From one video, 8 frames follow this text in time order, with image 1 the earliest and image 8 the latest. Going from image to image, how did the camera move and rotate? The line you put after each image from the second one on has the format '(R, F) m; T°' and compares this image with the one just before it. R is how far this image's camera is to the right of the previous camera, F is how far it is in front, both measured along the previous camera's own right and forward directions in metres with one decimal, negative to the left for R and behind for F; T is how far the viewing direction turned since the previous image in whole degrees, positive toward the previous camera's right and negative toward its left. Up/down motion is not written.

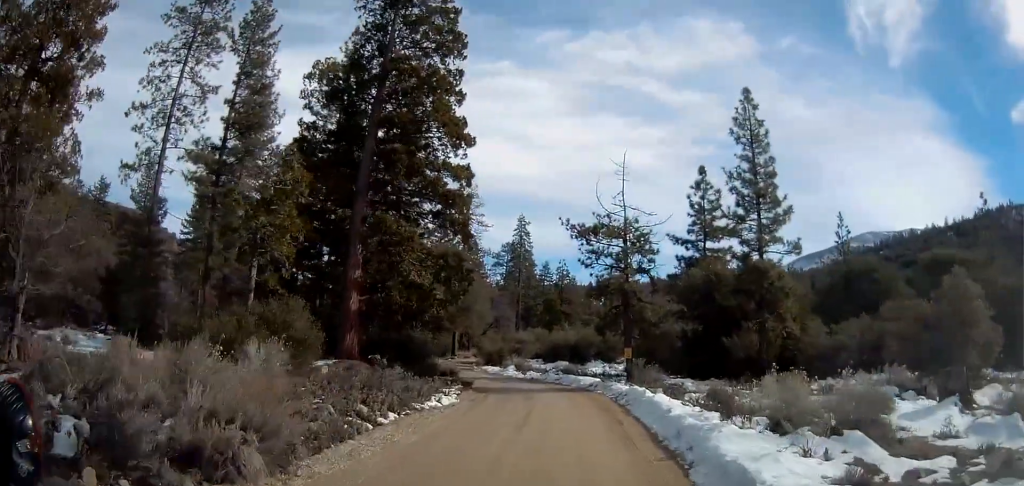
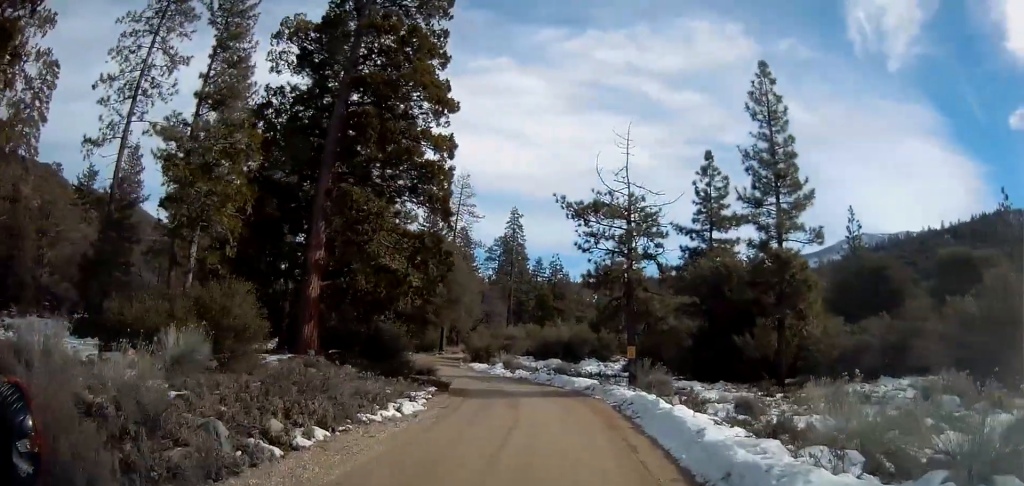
(0.0, +3.8) m; +2°
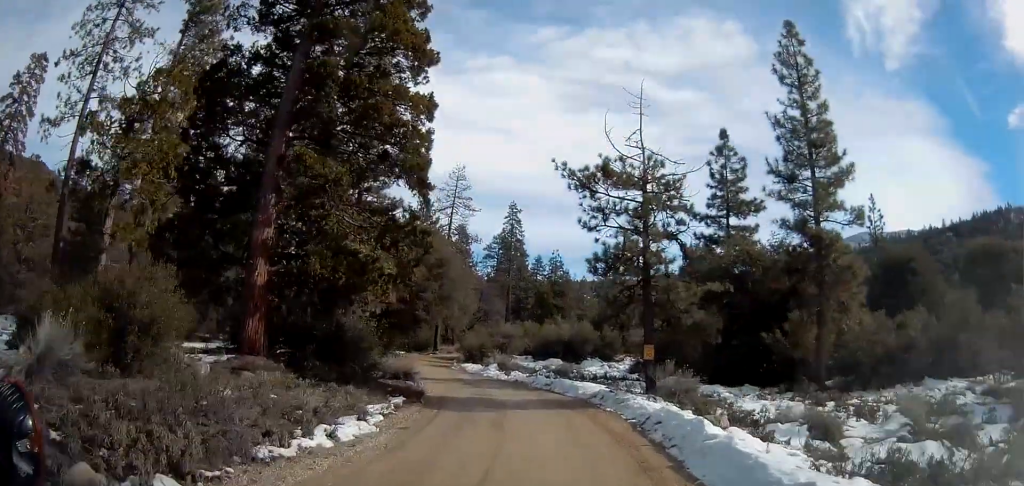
(+0.2, +4.3) m; +4°
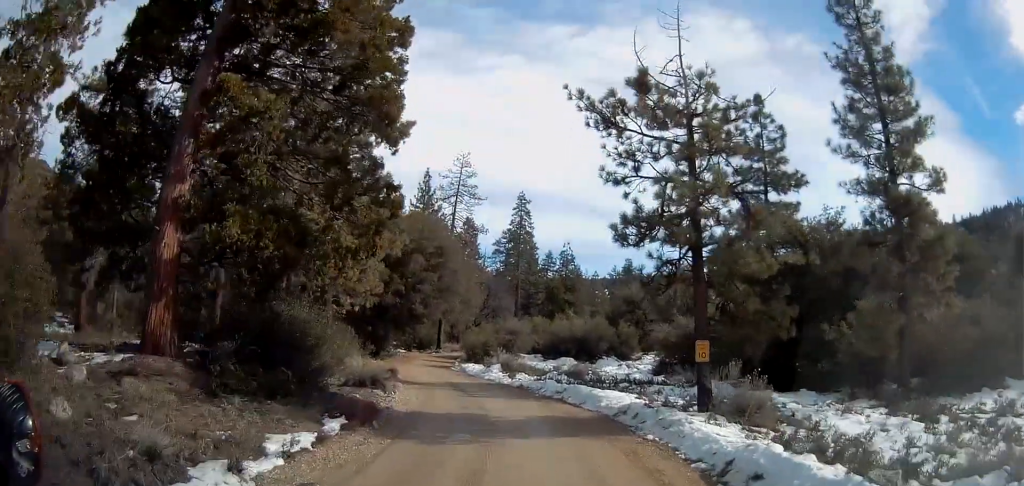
(+0.2, +5.4) m; -3°
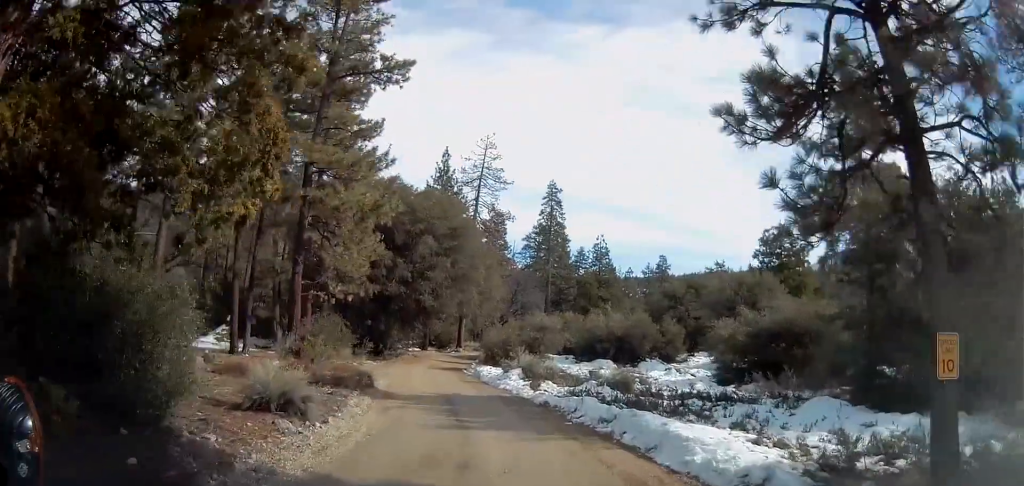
(-0.7, +8.1) m; -6°
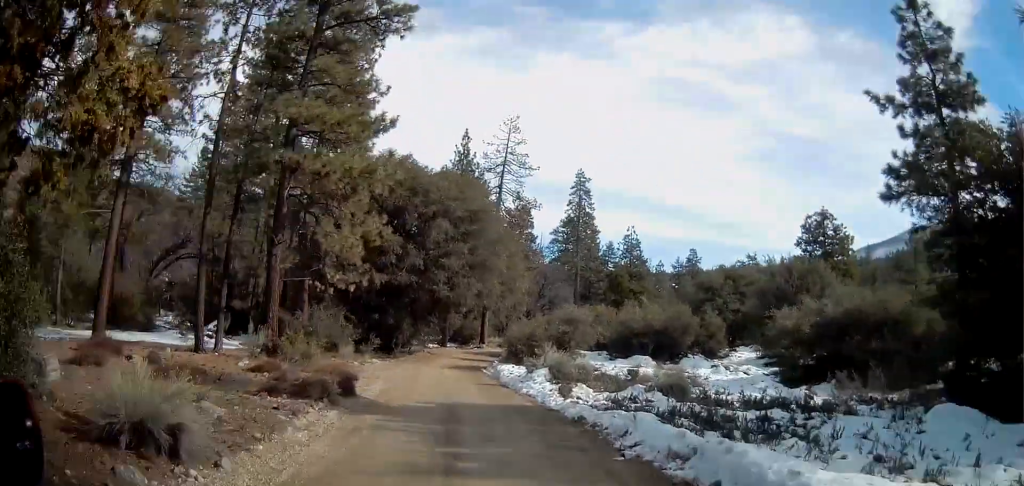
(0.0, +4.8) m; 0°
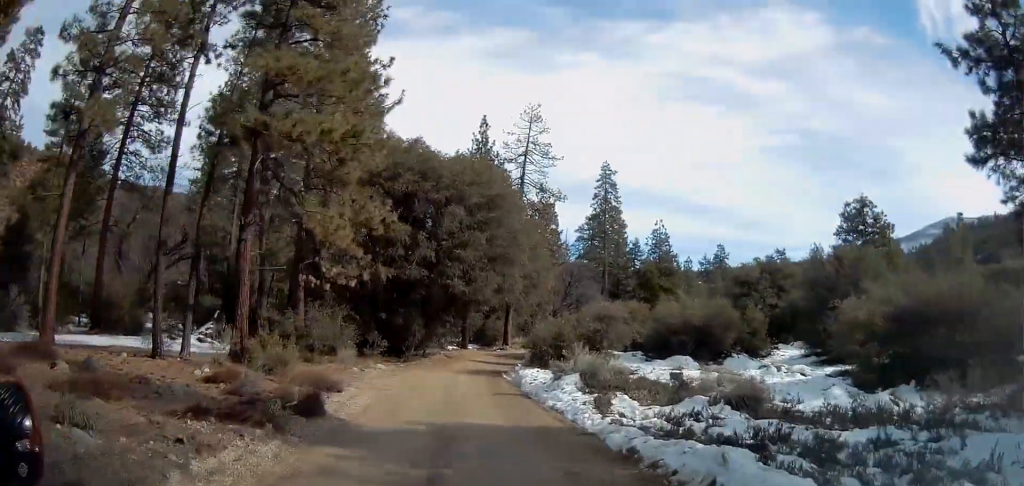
(0.0, +4.1) m; -2°
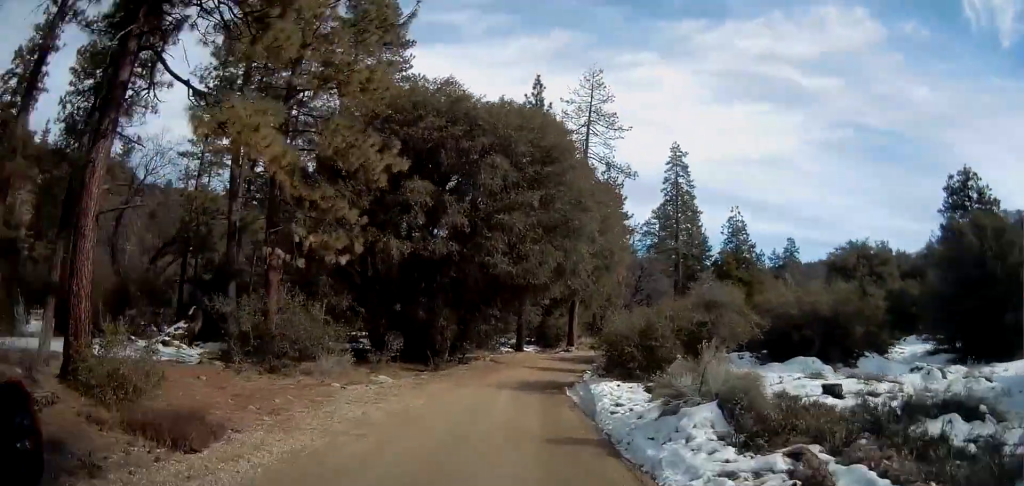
(-0.4, +9.4) m; -5°
